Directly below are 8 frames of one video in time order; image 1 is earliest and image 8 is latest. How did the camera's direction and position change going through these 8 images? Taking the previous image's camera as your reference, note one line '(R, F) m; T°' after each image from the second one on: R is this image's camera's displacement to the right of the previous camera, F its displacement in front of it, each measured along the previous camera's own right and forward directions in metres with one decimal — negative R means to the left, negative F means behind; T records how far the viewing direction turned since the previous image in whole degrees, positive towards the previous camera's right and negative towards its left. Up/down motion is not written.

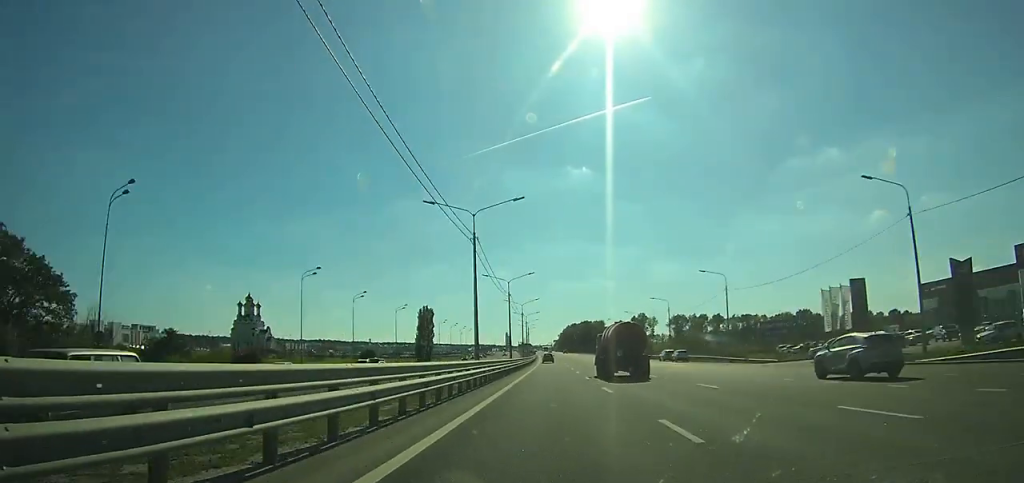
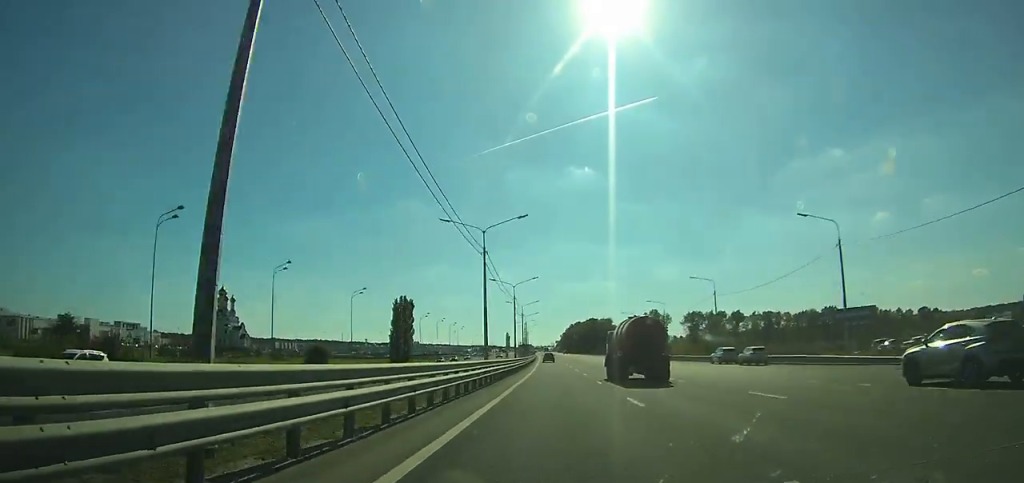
(-0.1, +28.7) m; 0°
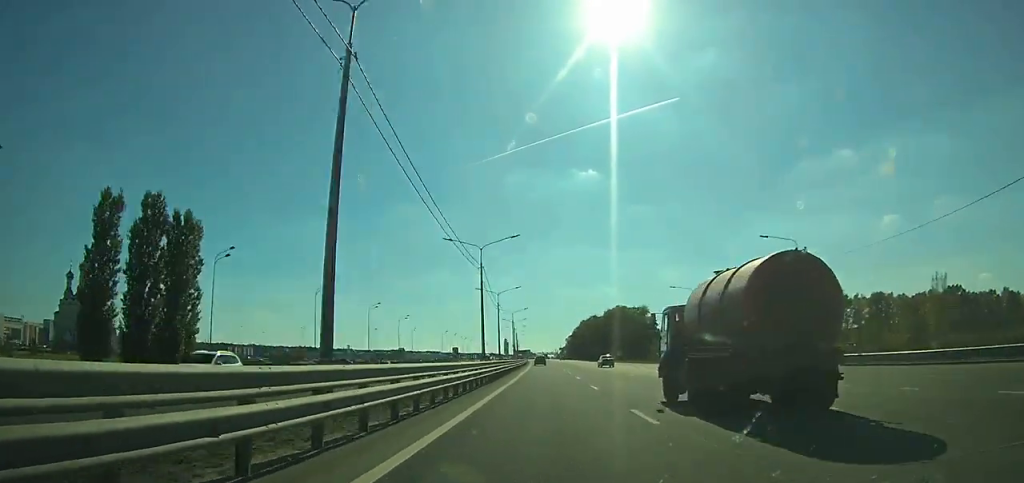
(-0.3, +96.1) m; -1°
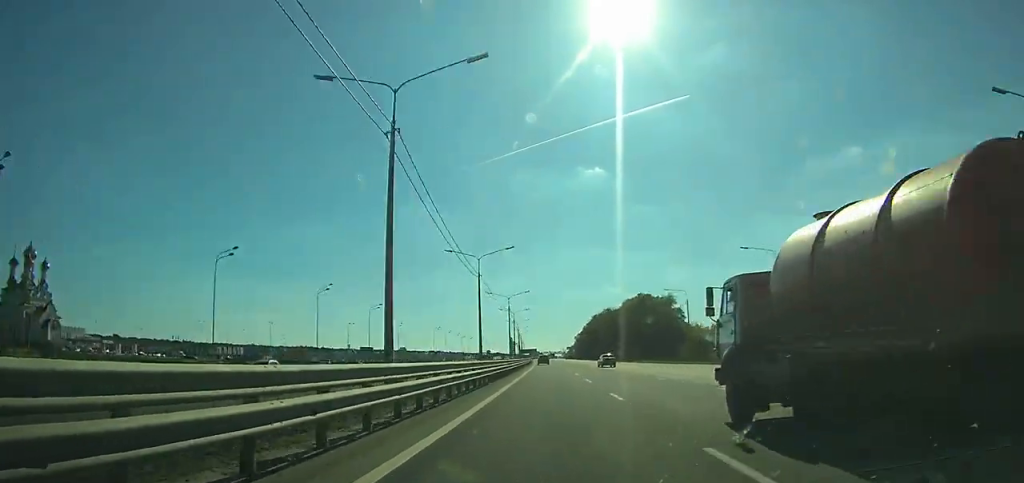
(-0.2, +30.2) m; 0°
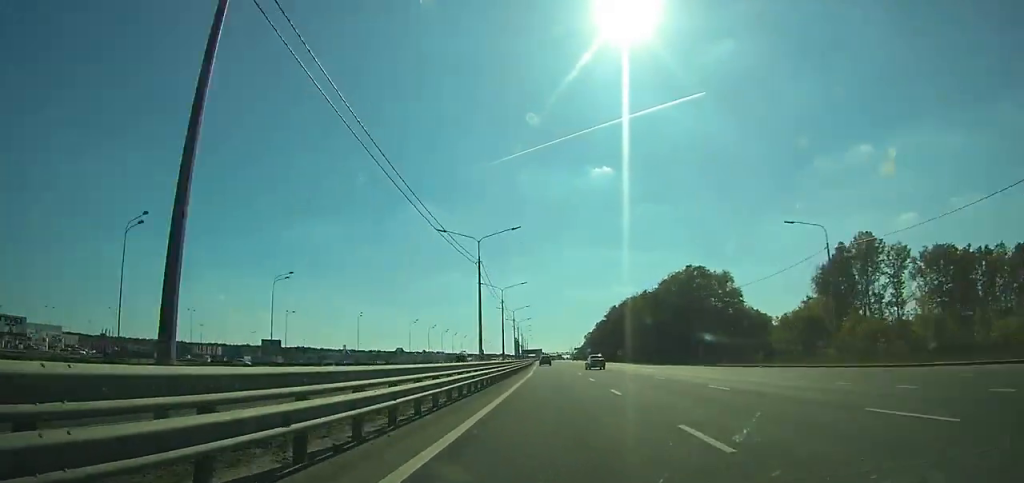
(-0.2, +46.2) m; 0°
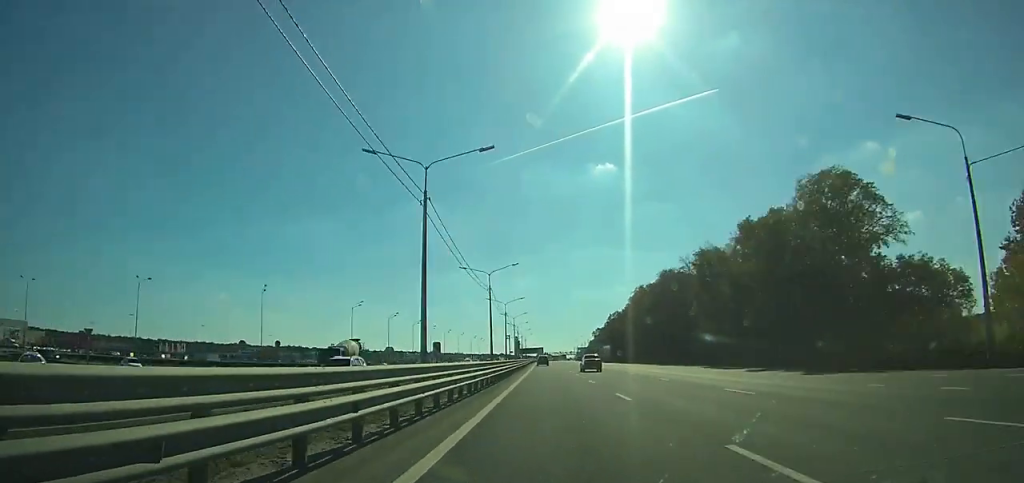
(-0.3, +51.3) m; 0°
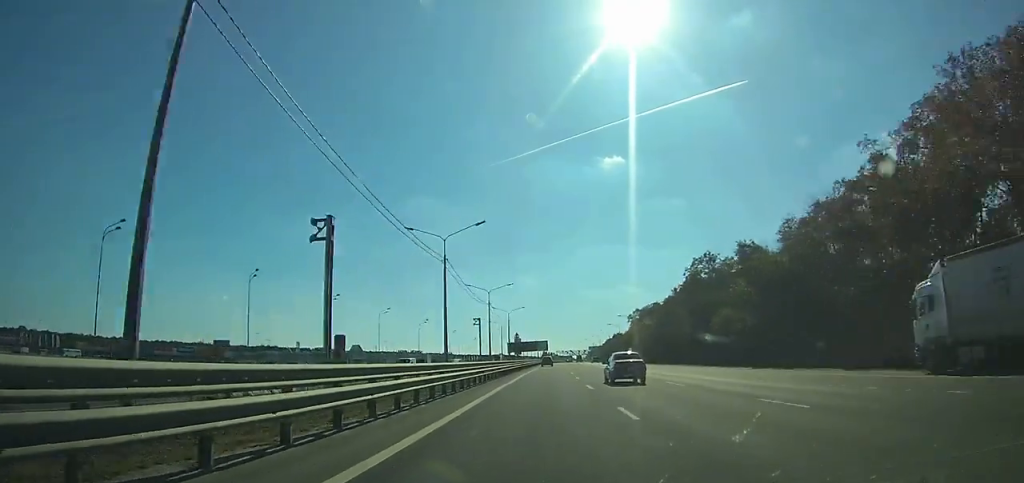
(-0.6, +125.6) m; 0°
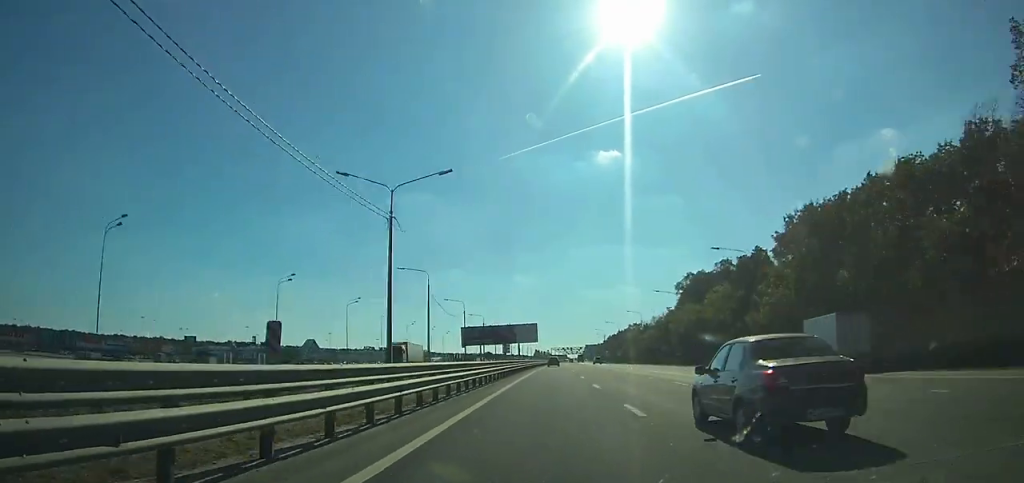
(+0.1, +79.7) m; +1°
